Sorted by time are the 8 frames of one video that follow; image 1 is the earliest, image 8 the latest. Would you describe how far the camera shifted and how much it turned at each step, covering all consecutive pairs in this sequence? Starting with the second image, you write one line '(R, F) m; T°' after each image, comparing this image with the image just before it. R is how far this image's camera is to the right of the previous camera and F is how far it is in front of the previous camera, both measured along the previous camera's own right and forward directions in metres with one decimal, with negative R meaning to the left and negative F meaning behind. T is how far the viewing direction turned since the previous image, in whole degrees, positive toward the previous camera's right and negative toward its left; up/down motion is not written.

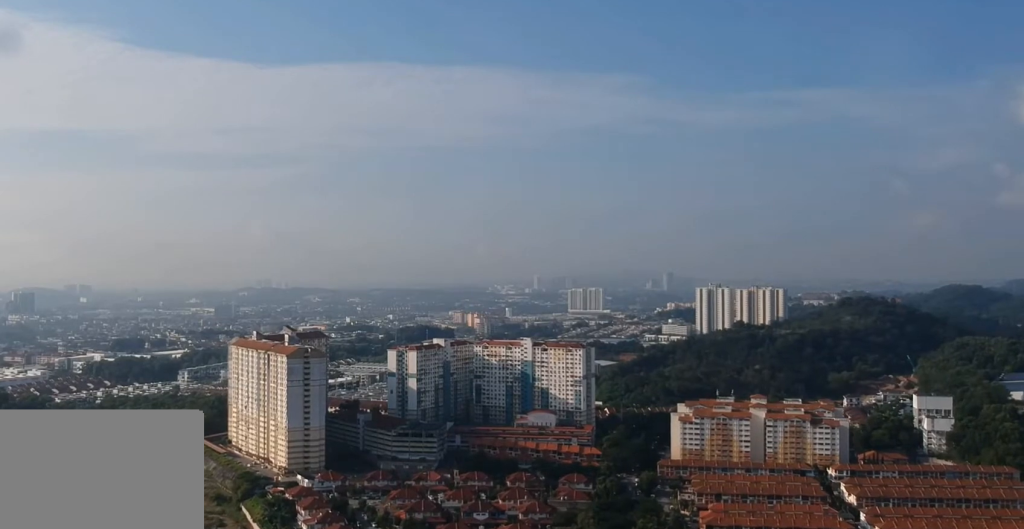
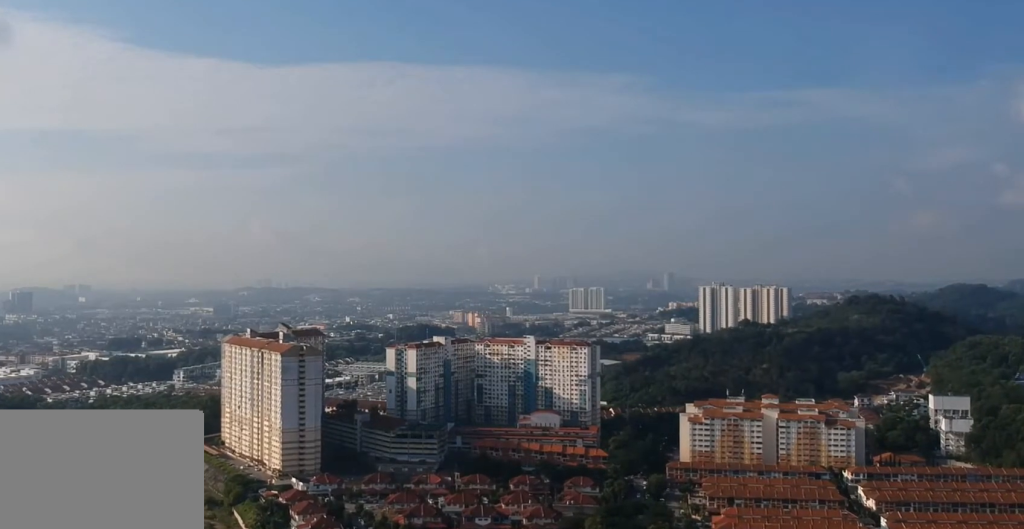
(0.0, +22.9) m; 0°
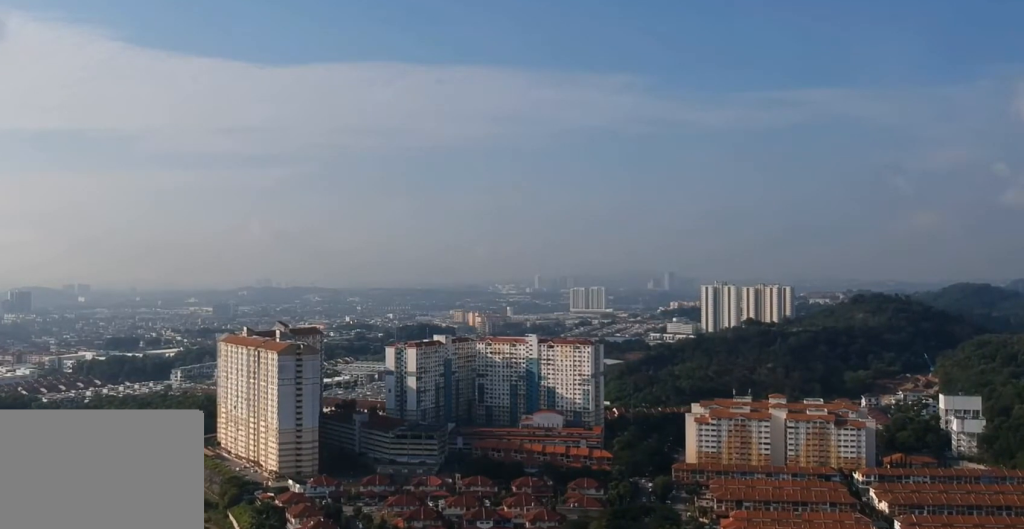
(0.0, +14.1) m; 0°
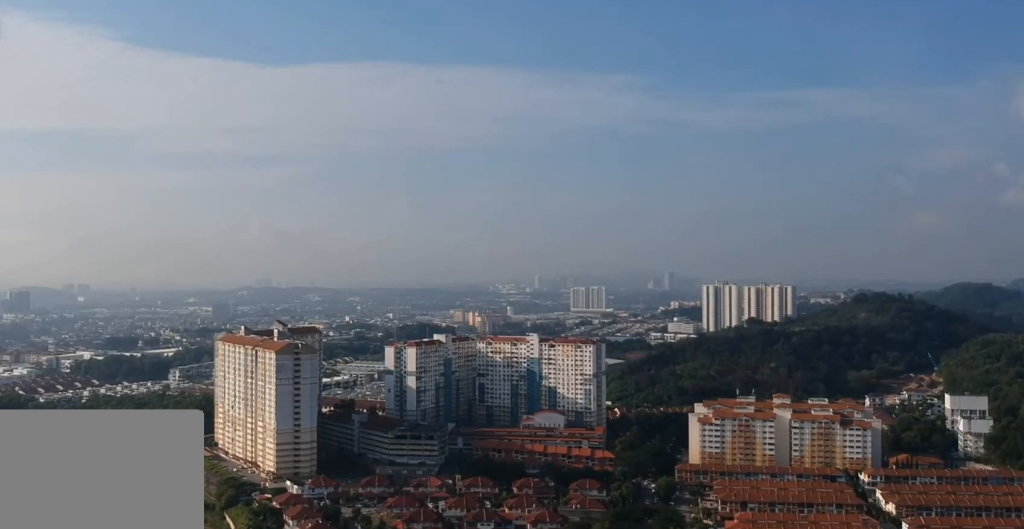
(0.0, +7.8) m; 0°
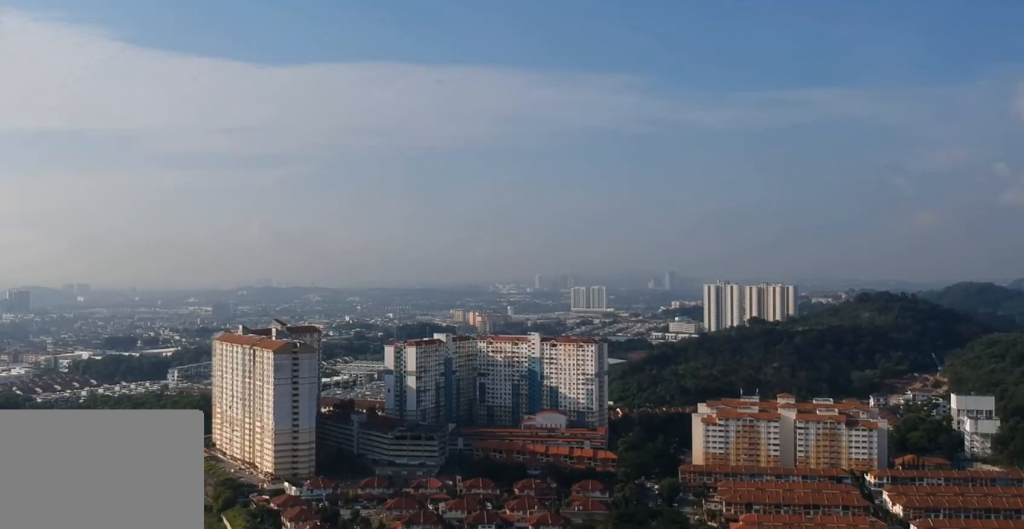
(0.0, +7.3) m; 0°
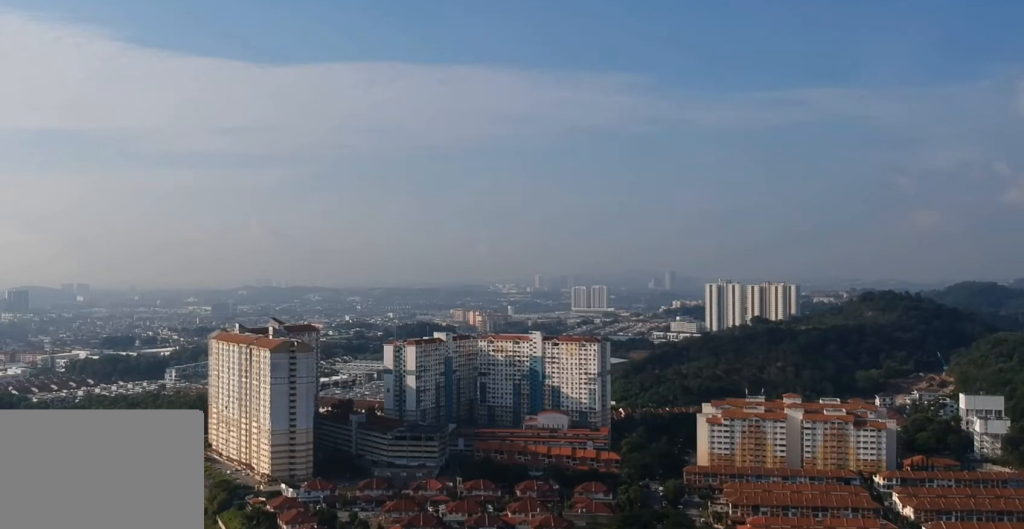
(0.0, +10.9) m; 0°
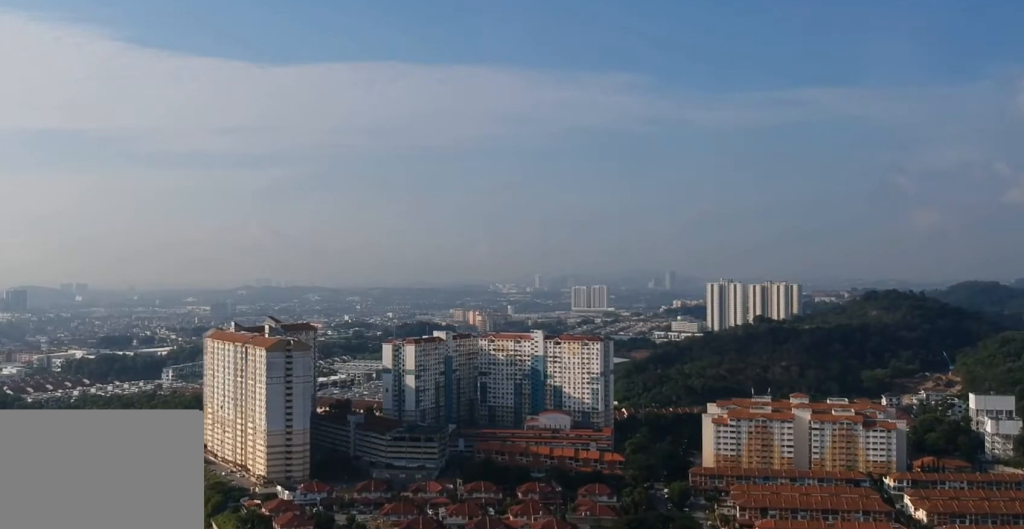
(0.0, +12.4) m; 0°
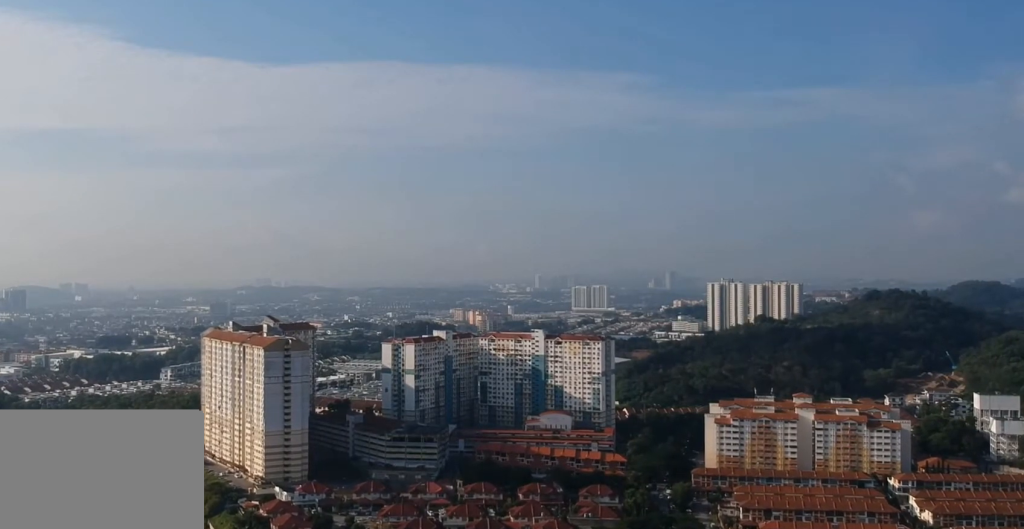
(0.0, +5.7) m; 0°
